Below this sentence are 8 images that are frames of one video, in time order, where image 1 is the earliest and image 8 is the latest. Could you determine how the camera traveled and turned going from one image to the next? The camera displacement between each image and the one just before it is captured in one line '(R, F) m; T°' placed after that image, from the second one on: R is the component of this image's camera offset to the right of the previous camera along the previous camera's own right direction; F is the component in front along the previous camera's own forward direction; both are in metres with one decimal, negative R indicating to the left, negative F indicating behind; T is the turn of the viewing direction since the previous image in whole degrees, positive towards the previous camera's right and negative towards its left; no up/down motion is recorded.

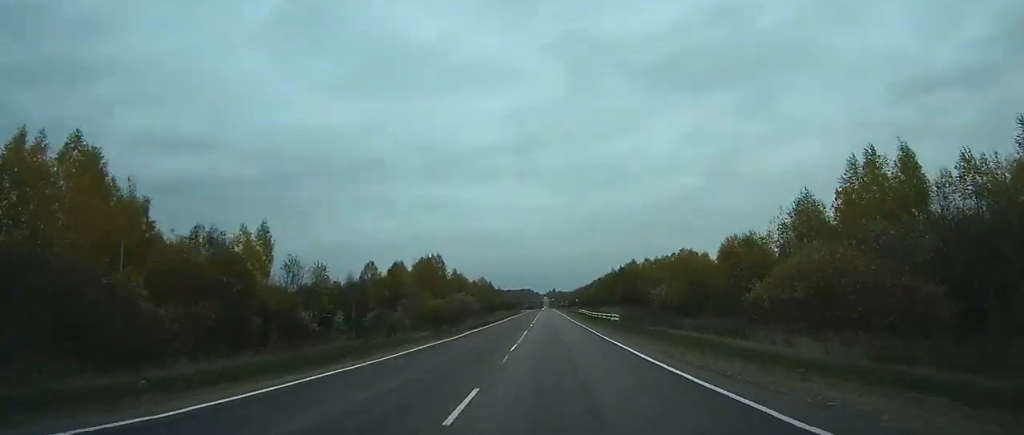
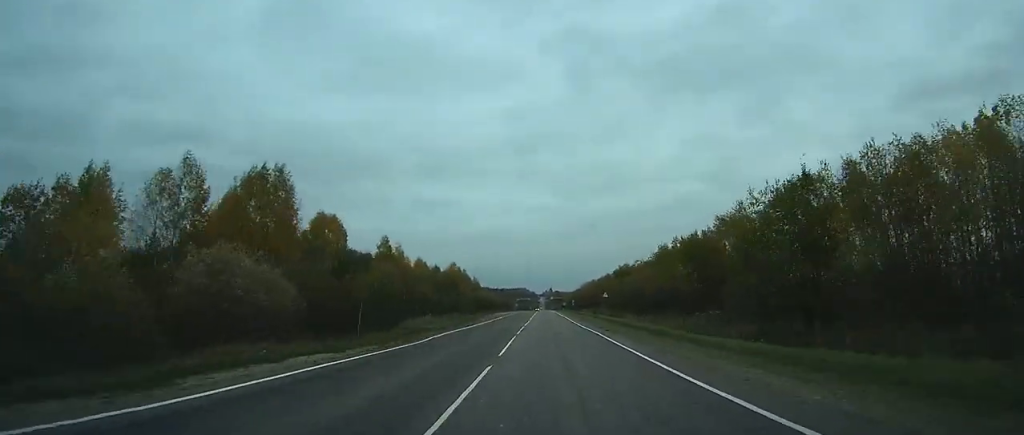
(+0.4, +78.9) m; 0°
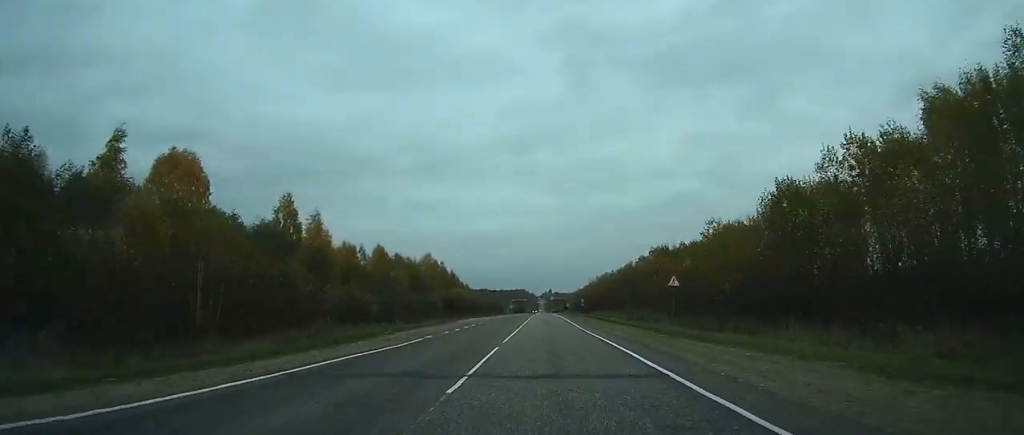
(-0.1, +38.0) m; -2°
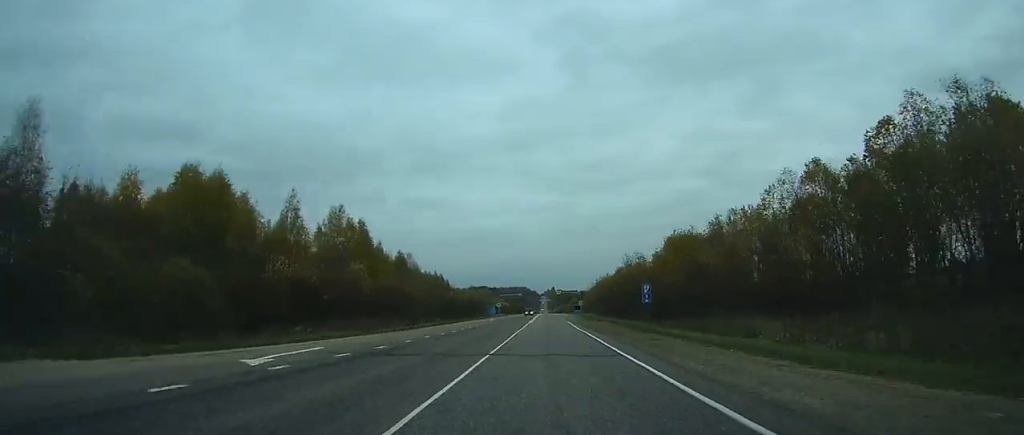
(-2.0, +61.0) m; -4°
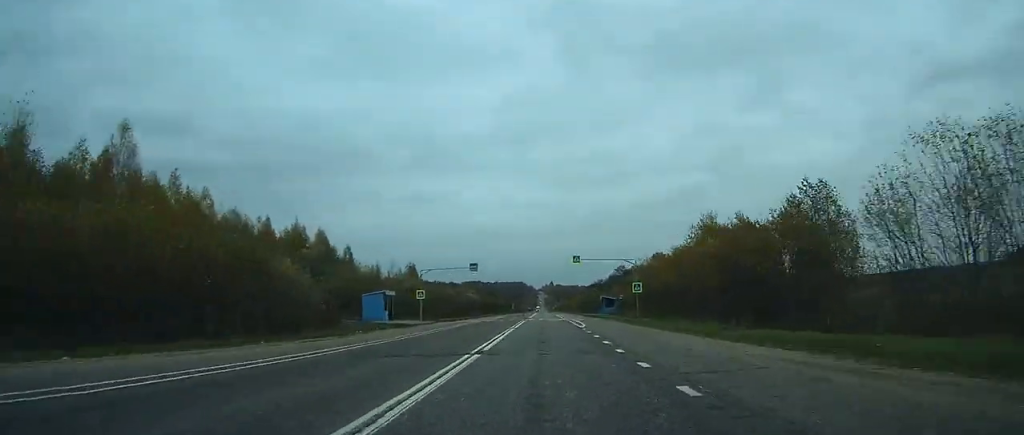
(+8.5, +99.6) m; +10°
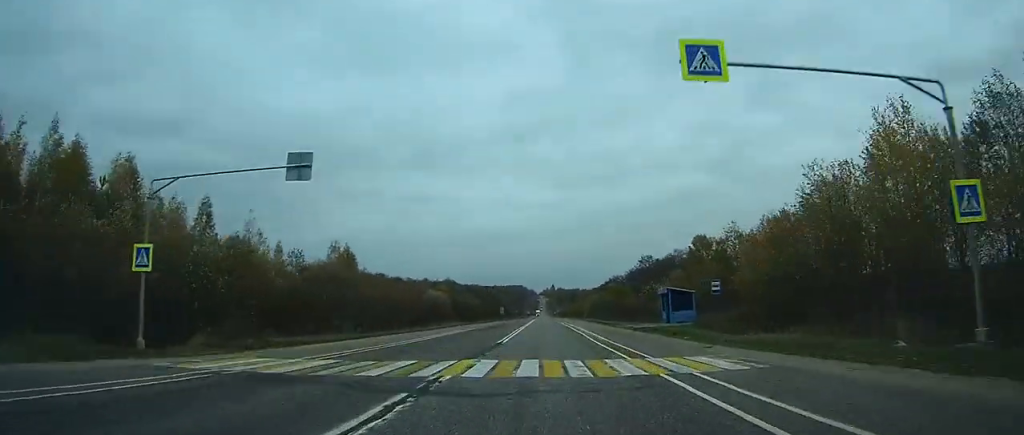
(+1.0, +53.2) m; 0°
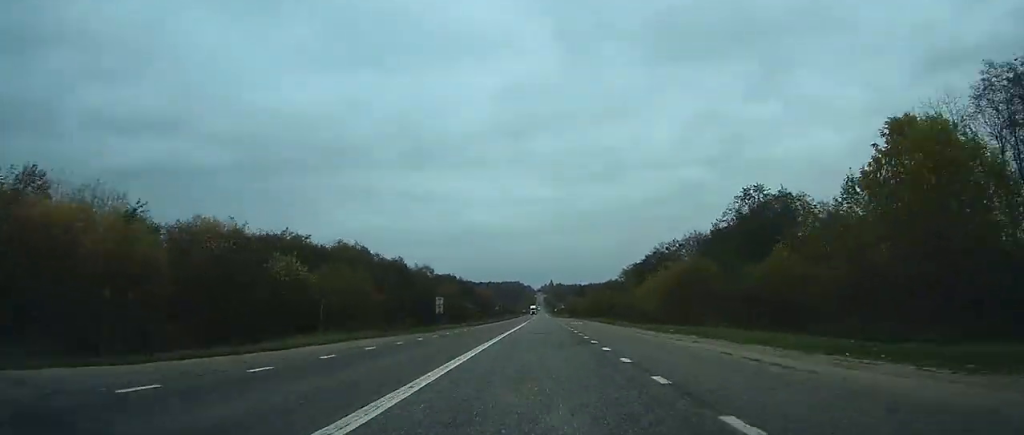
(-3.5, +82.2) m; +4°
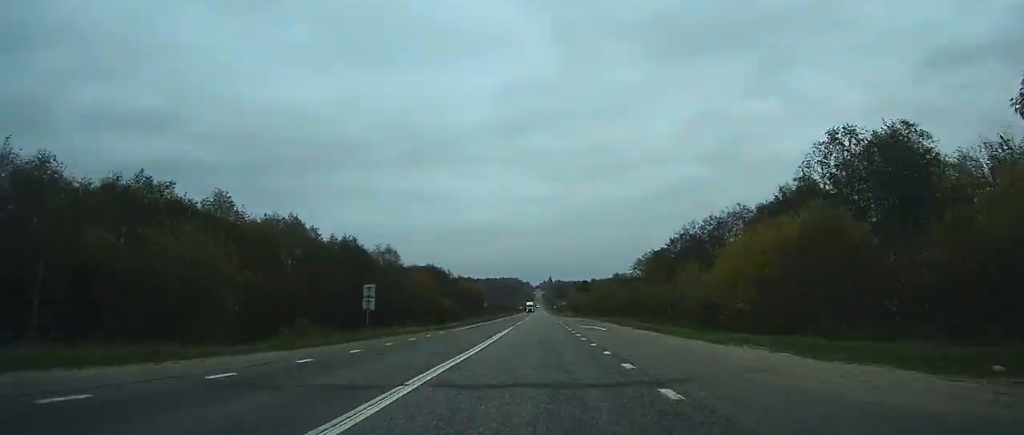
(+1.2, +20.9) m; -1°
